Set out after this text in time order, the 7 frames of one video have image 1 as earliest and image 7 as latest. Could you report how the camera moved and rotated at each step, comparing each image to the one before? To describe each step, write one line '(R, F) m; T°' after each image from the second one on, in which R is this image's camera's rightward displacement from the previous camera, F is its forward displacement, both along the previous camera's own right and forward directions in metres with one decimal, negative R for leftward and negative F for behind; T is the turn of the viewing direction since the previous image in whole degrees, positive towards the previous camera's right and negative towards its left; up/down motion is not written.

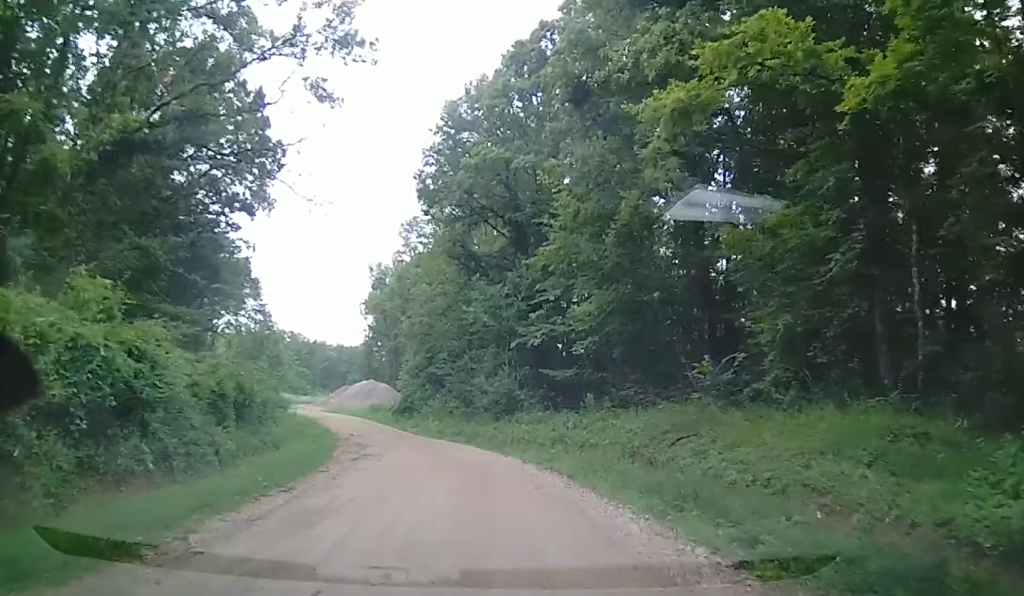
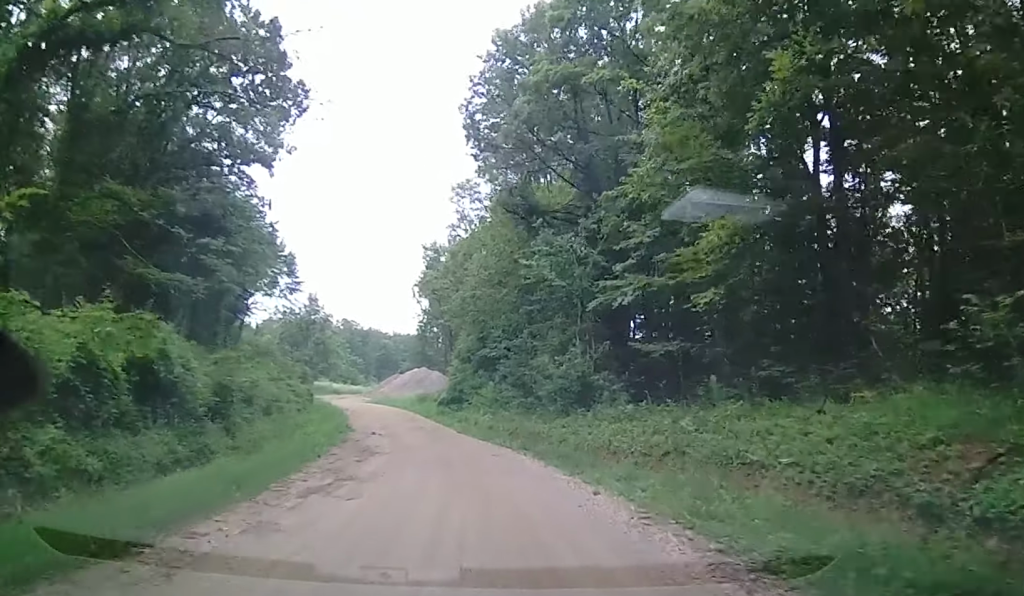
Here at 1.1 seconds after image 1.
(-0.4, +9.0) m; -5°
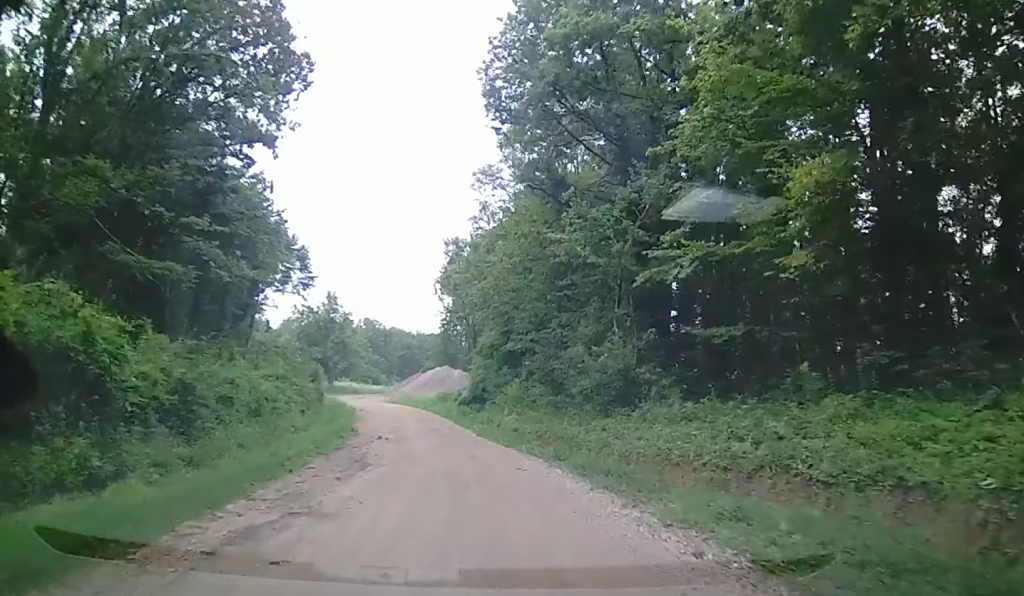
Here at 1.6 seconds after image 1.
(+0.1, +3.8) m; -2°
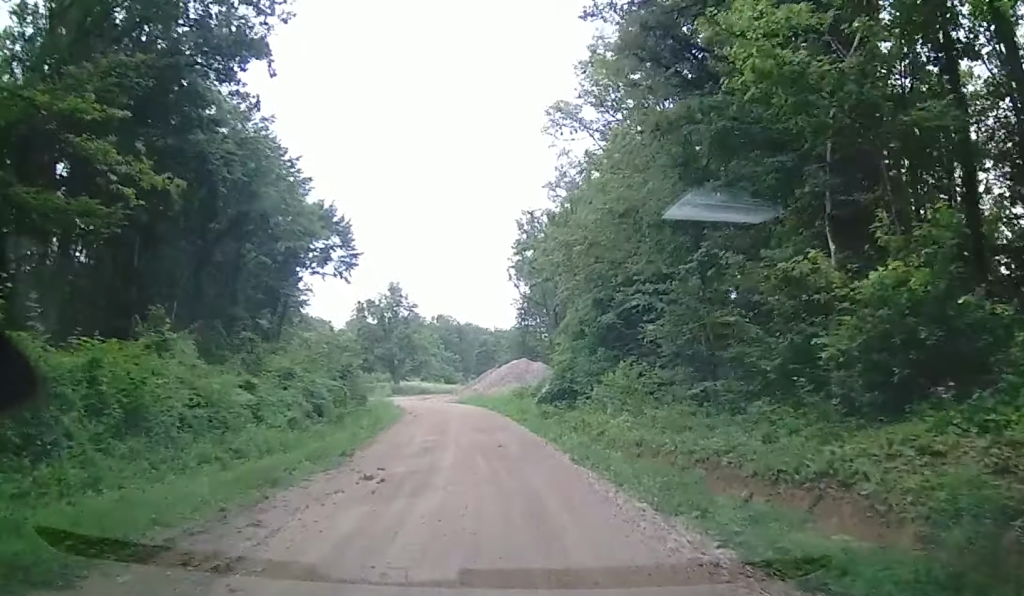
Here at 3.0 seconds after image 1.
(-0.6, +11.5) m; -2°
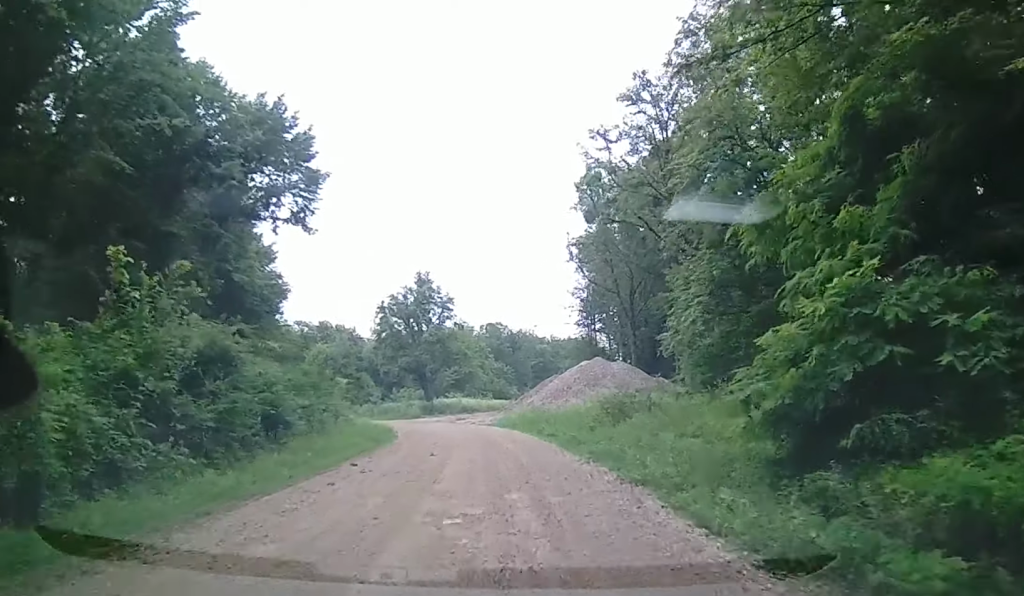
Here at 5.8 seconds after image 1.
(-1.0, +22.4) m; -5°
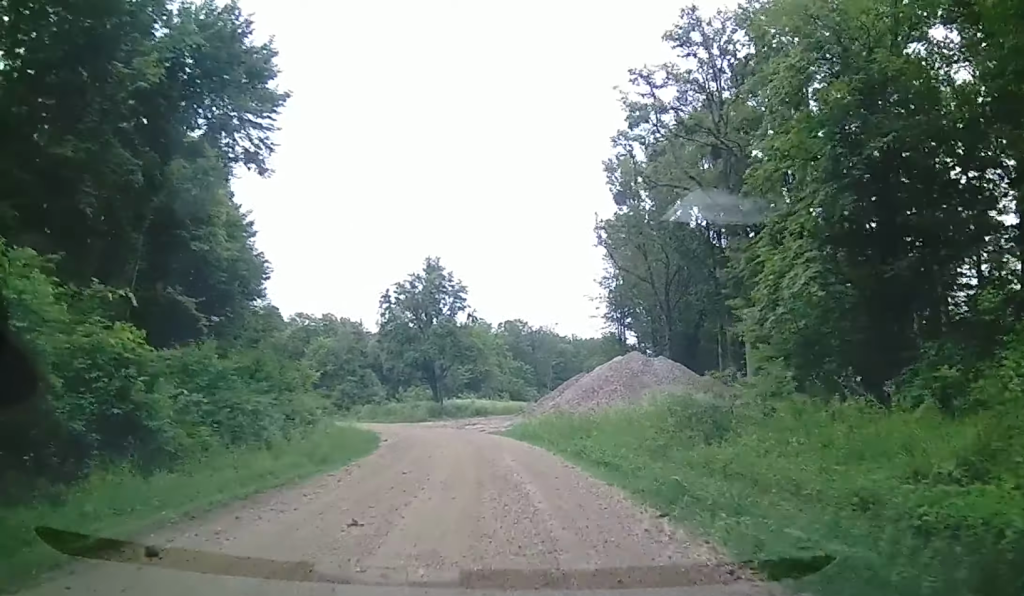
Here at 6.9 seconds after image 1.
(-0.2, +8.7) m; -4°
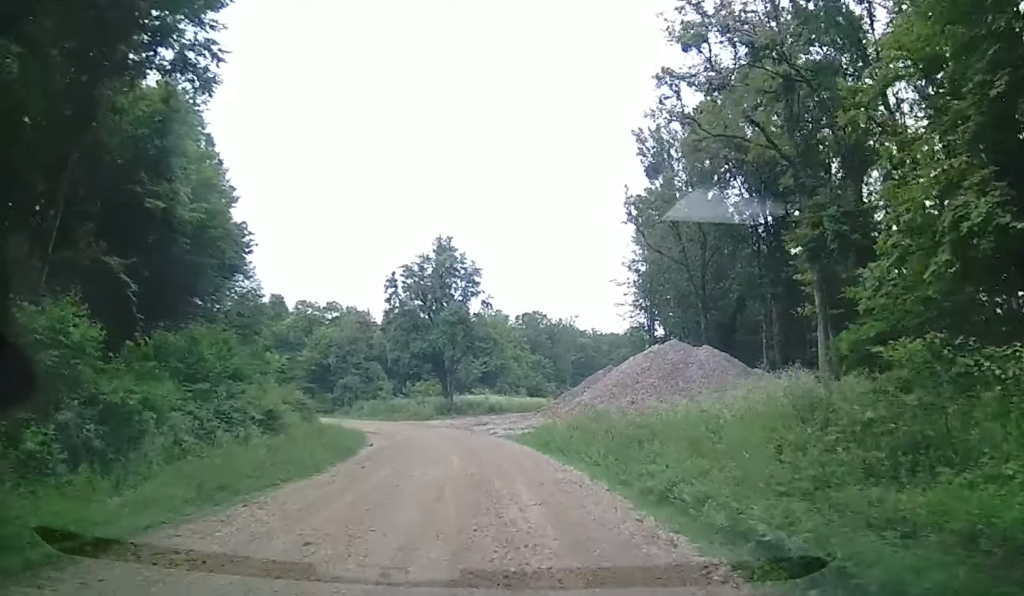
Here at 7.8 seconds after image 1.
(-0.3, +6.8) m; -2°
